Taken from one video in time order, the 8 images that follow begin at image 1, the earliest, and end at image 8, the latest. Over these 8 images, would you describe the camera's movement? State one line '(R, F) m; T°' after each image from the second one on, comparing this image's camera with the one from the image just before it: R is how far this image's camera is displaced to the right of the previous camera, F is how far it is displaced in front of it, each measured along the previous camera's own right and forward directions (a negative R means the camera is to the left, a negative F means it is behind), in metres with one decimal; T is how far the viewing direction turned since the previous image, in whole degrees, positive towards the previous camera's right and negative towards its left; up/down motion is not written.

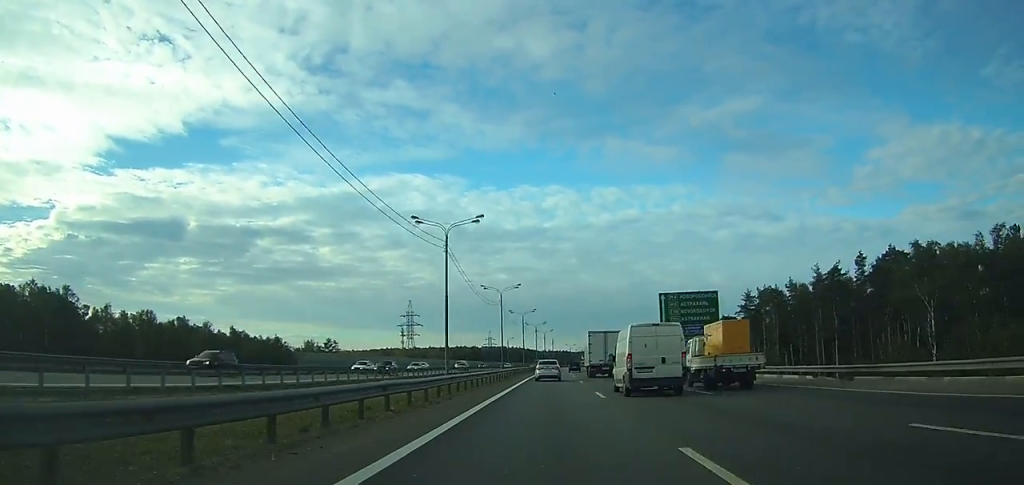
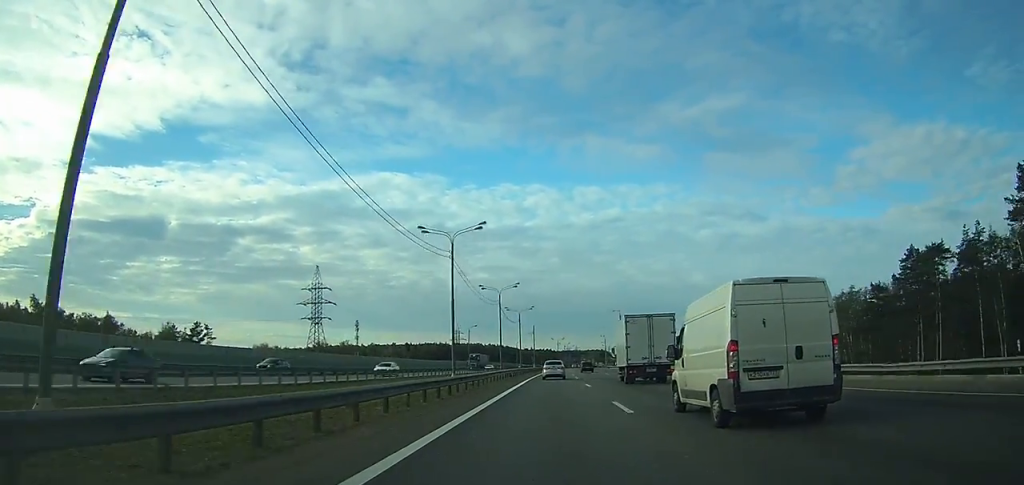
(+1.2, +85.8) m; +2°
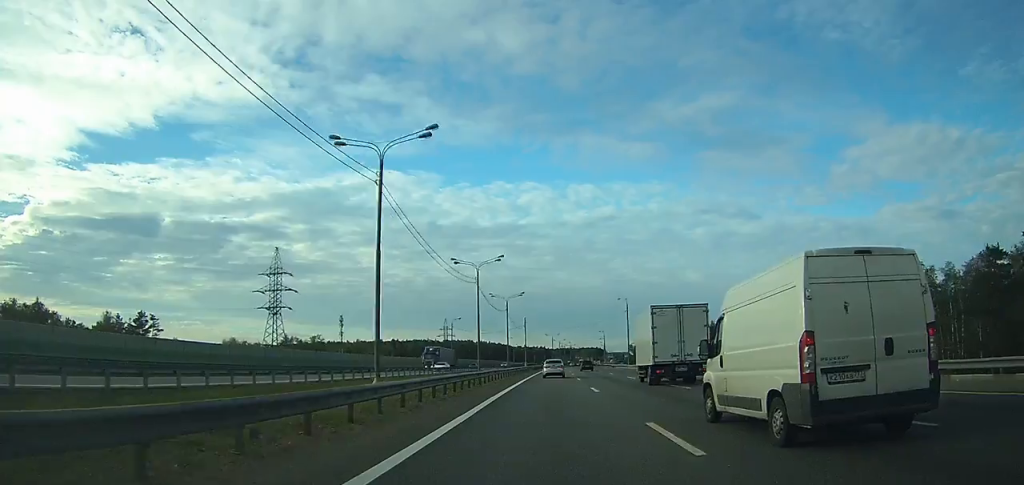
(+0.1, +21.0) m; 0°
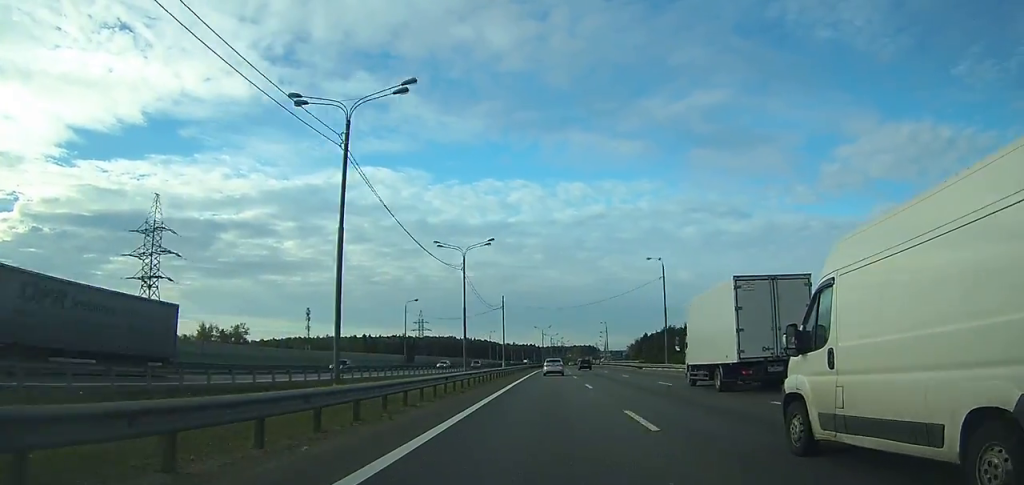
(+0.3, +42.9) m; +1°
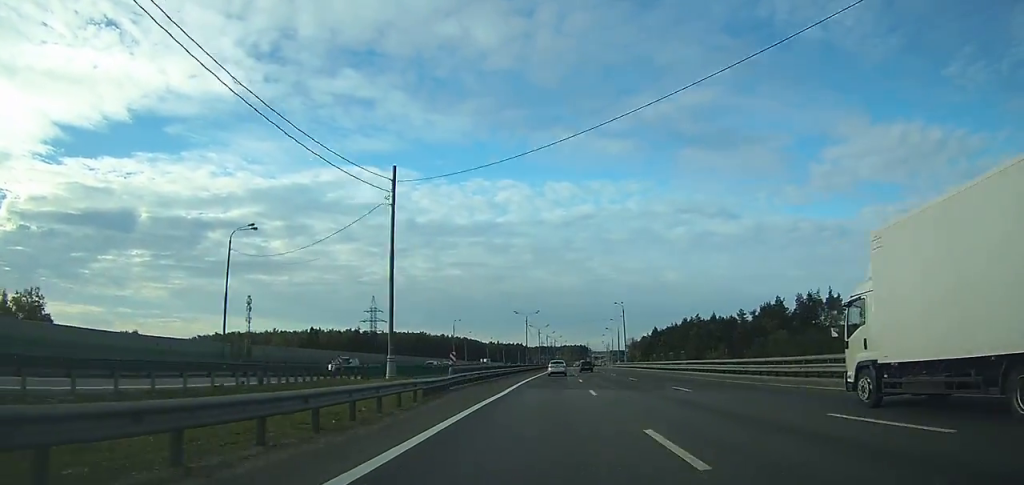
(+0.5, +61.6) m; +1°
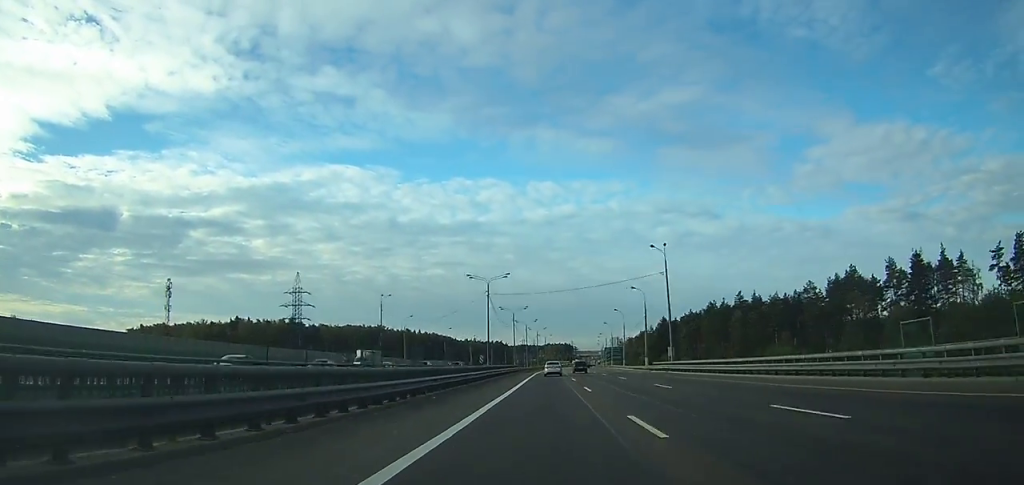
(+0.4, +55.7) m; +1°
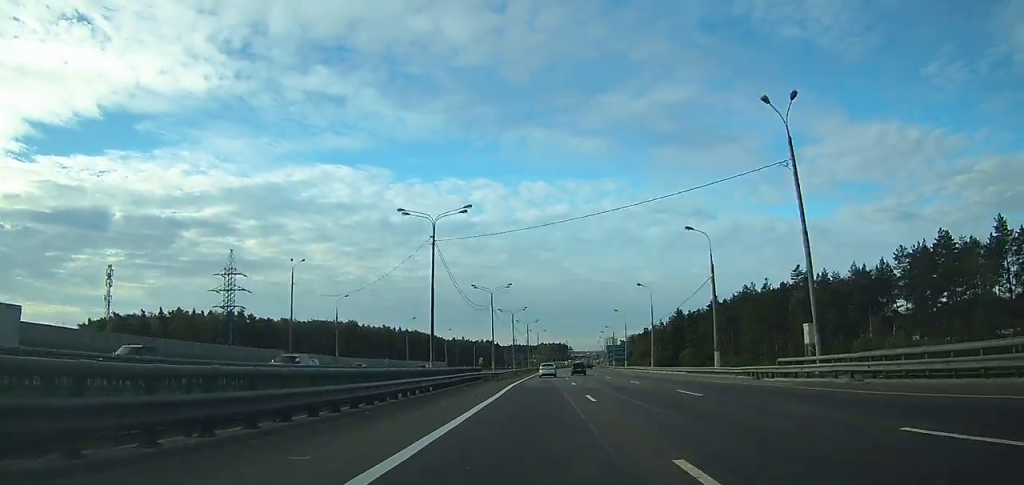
(+0.3, +35.9) m; +1°
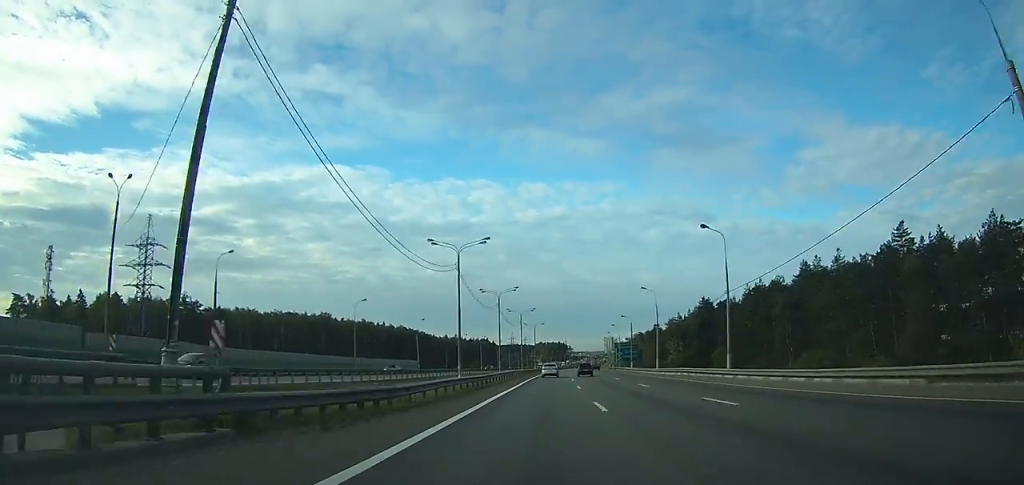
(+0.1, +32.7) m; +1°
